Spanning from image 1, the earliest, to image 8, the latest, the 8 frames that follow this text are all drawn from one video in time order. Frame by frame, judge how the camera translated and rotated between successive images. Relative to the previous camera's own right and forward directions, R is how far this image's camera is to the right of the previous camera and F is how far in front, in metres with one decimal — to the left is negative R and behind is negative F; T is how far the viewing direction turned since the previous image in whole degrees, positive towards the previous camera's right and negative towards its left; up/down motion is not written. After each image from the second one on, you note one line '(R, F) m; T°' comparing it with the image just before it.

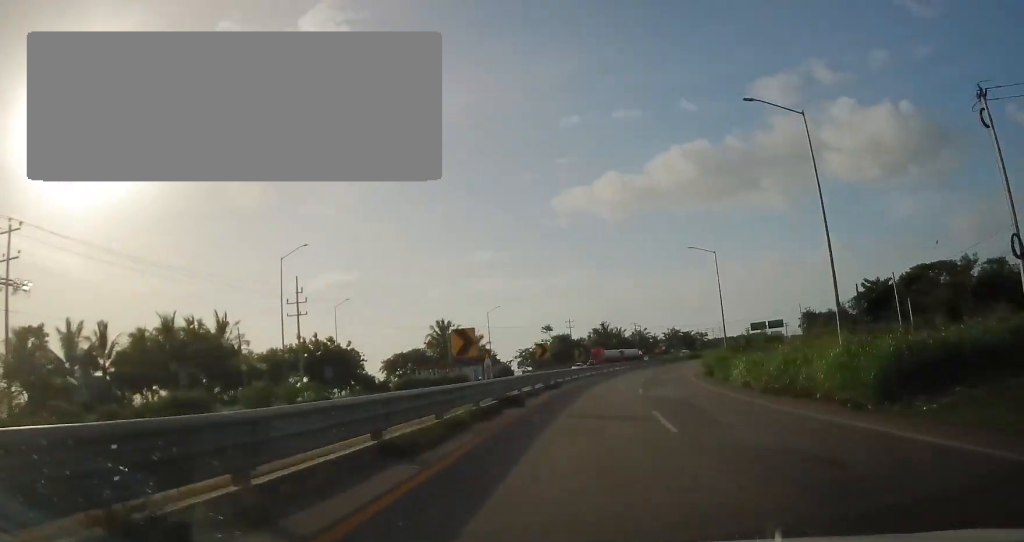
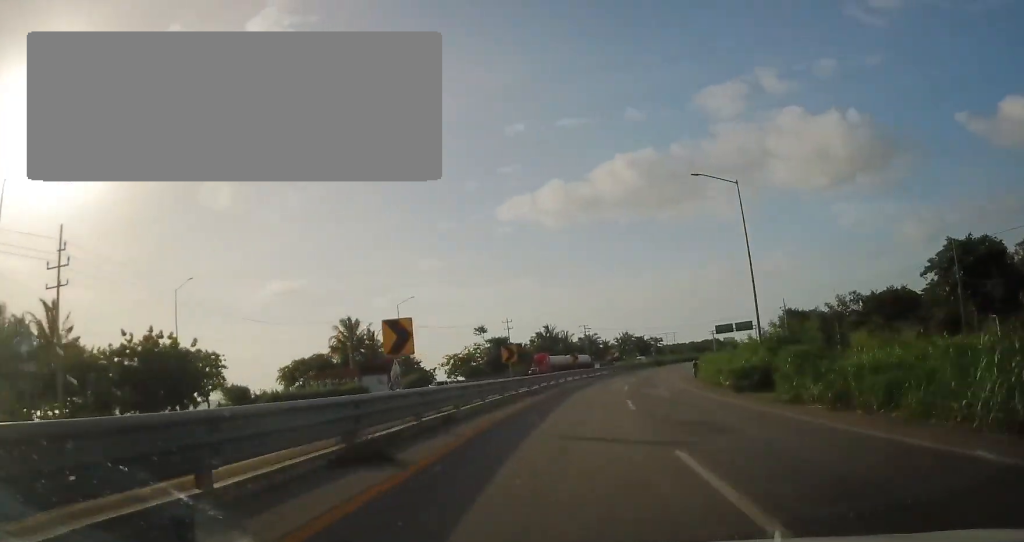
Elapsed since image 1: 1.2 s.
(+1.1, +23.2) m; +7°
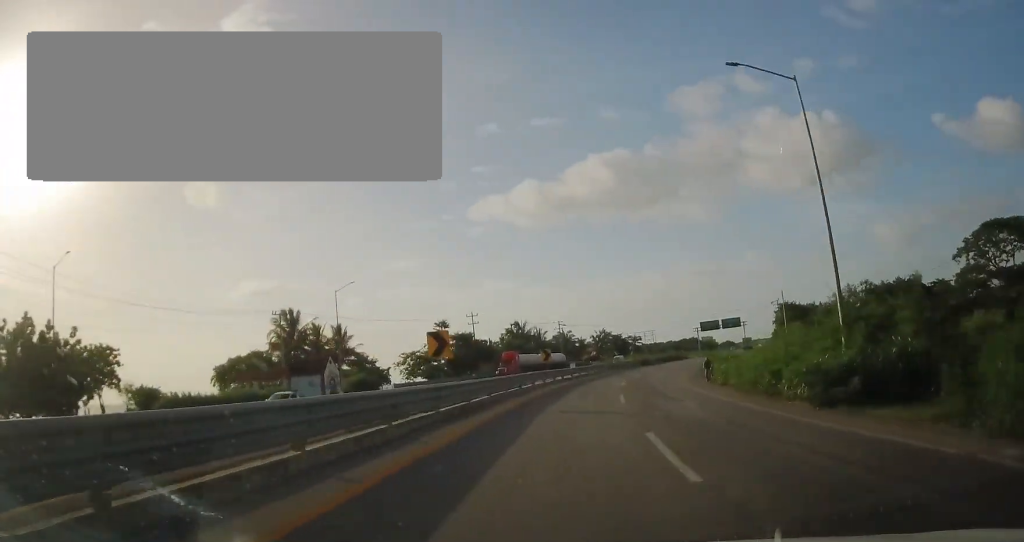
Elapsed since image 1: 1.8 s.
(+0.2, +12.7) m; +5°
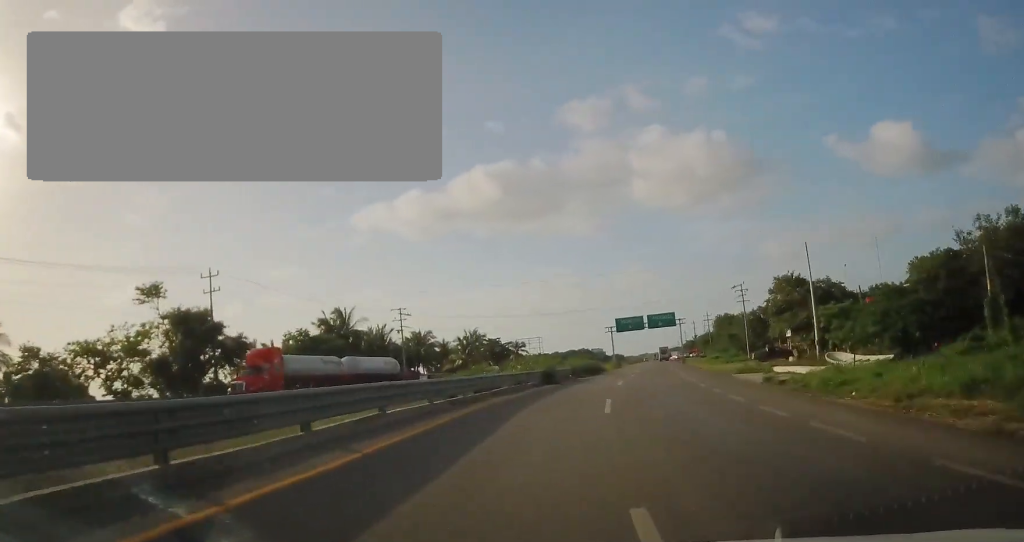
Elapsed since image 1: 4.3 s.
(+4.5, +51.3) m; +8°
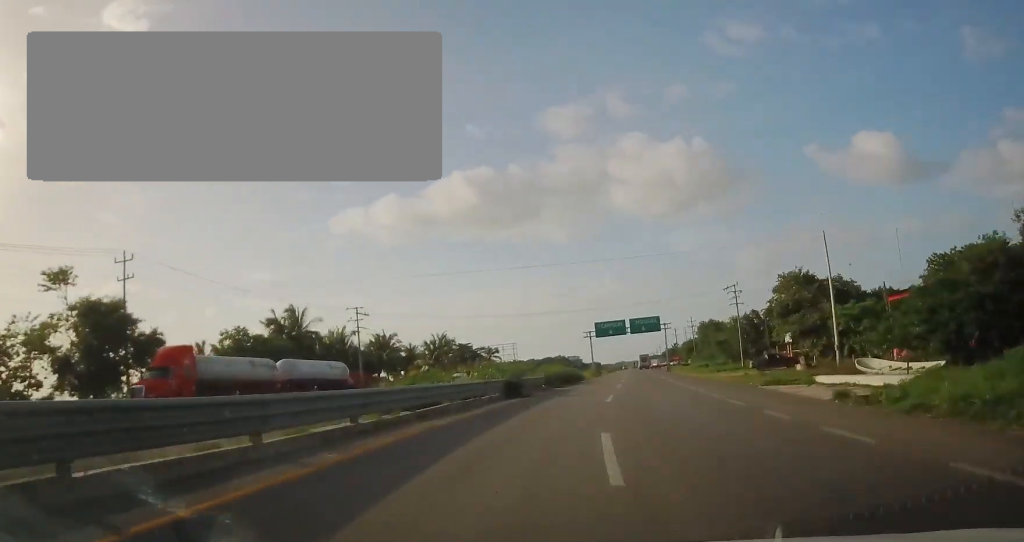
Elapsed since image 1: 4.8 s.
(0.0, +9.1) m; +1°
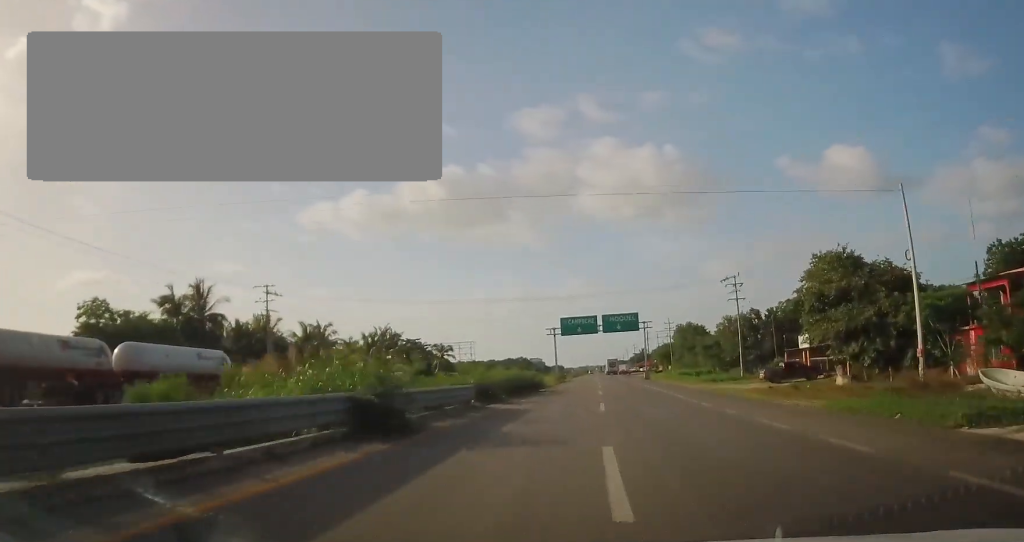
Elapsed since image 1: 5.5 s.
(+0.4, +16.6) m; +3°
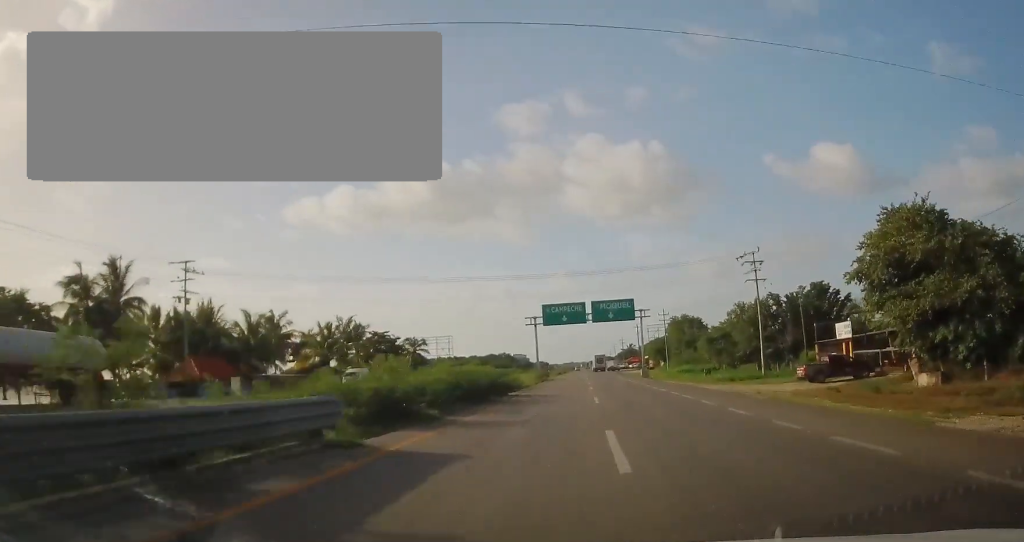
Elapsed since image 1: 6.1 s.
(+0.4, +12.7) m; +2°
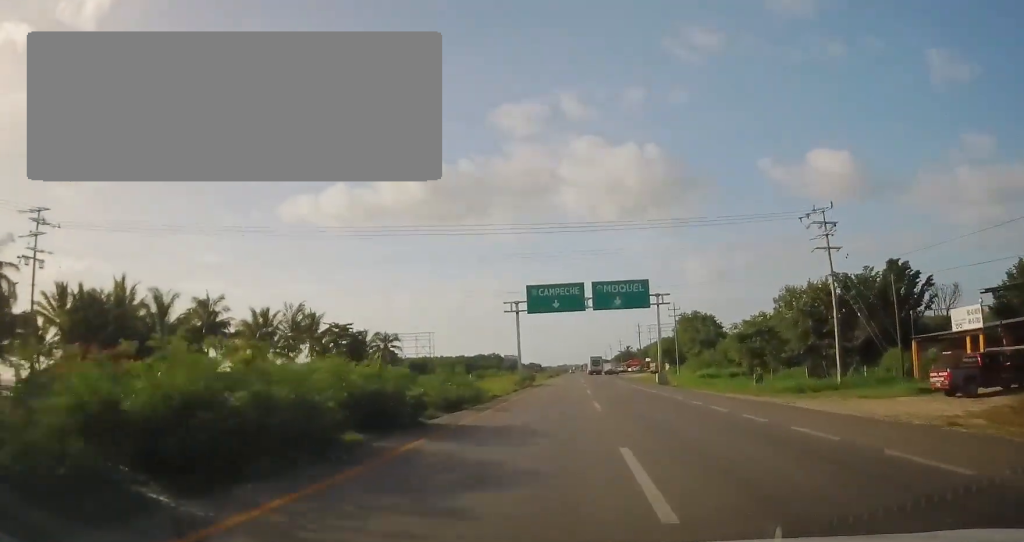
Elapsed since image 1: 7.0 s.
(+0.6, +17.9) m; +2°
